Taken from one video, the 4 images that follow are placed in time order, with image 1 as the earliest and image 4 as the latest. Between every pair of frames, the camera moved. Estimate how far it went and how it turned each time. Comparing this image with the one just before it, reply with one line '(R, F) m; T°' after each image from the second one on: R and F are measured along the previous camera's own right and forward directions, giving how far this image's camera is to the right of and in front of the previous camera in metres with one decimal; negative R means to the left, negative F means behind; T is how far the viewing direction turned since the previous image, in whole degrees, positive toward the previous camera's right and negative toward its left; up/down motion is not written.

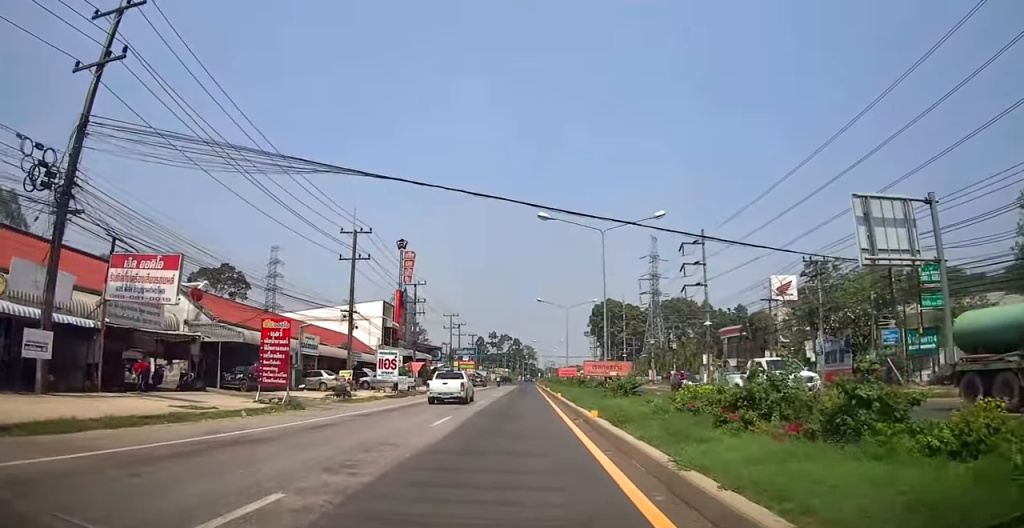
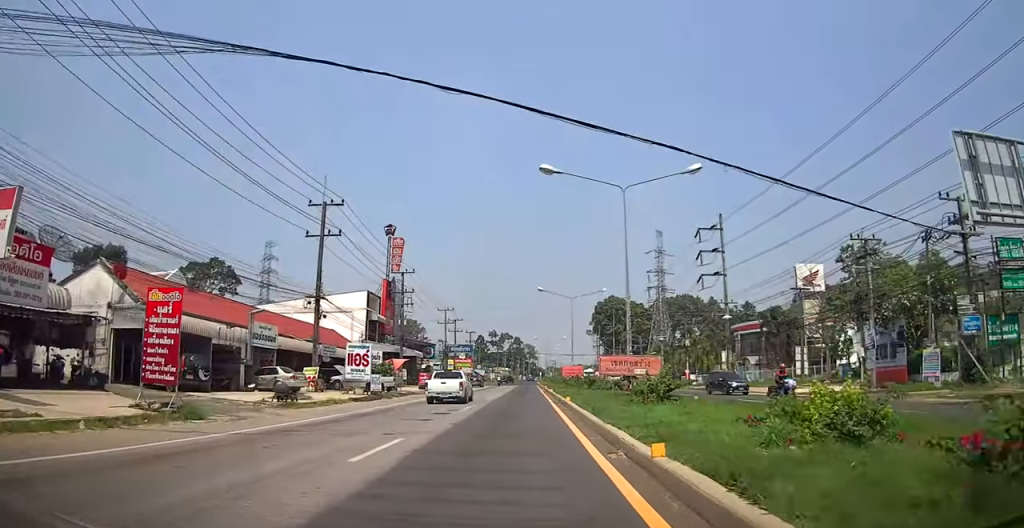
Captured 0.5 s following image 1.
(+0.1, +7.2) m; 0°
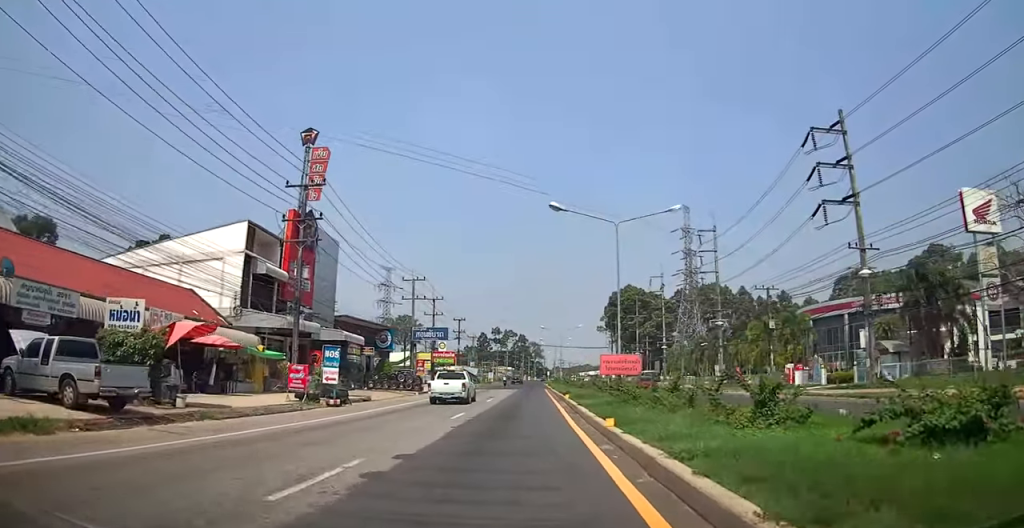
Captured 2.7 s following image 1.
(0.0, +28.7) m; -1°
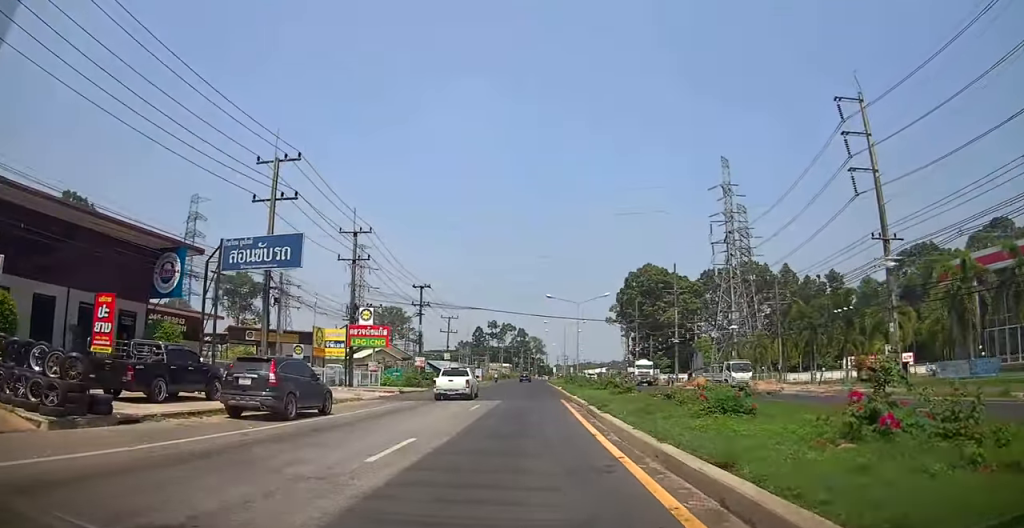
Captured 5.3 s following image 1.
(+0.2, +34.4) m; +2°
